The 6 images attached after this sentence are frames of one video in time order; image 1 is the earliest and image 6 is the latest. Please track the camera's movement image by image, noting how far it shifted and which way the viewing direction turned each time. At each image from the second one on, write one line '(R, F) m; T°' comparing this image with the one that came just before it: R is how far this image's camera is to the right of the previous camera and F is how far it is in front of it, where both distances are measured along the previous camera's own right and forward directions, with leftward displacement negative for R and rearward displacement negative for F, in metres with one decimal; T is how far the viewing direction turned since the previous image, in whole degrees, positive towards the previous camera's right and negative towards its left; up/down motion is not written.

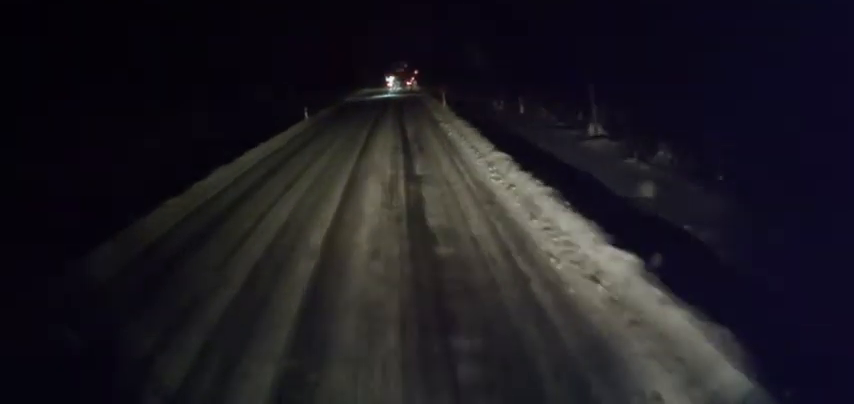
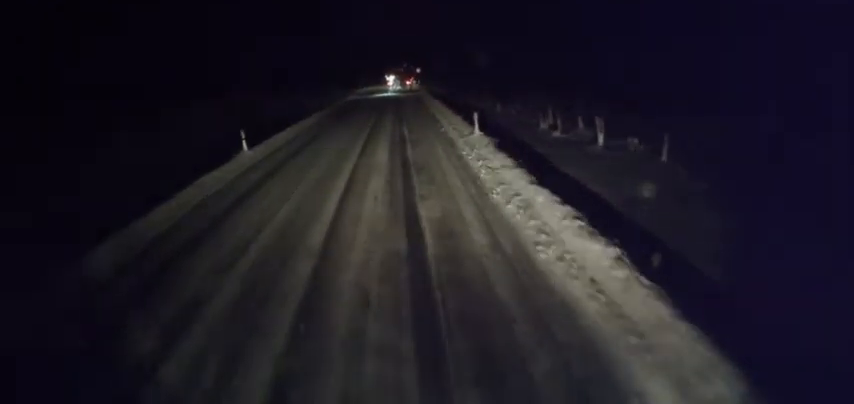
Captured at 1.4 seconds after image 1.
(0.0, +11.2) m; -1°
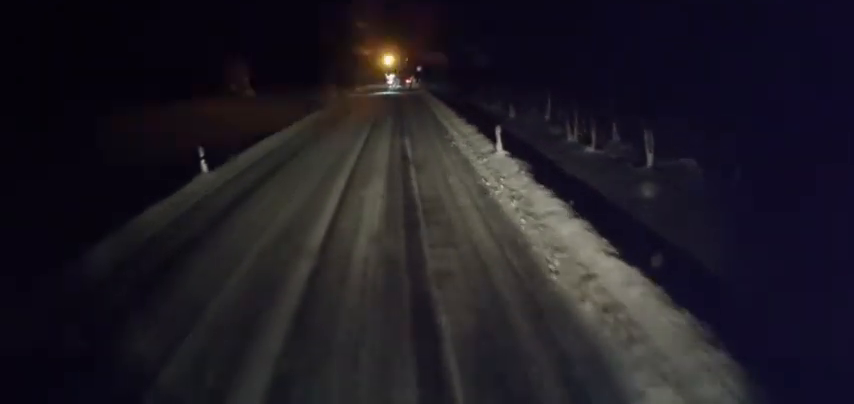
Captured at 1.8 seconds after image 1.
(0.0, +3.7) m; -1°
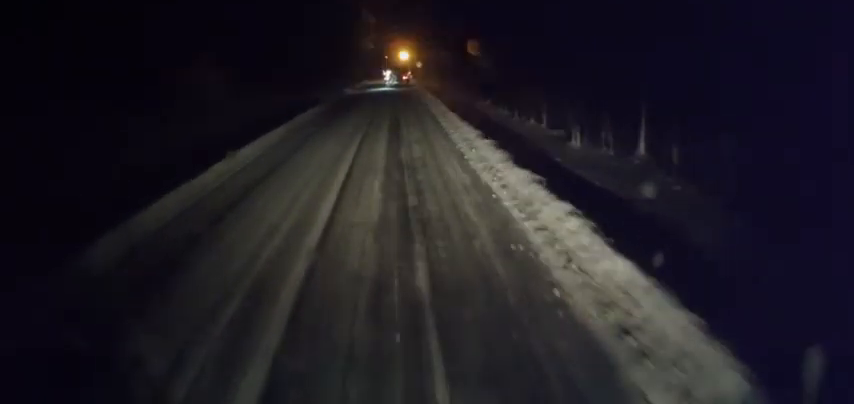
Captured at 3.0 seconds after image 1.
(-0.3, +10.7) m; 0°
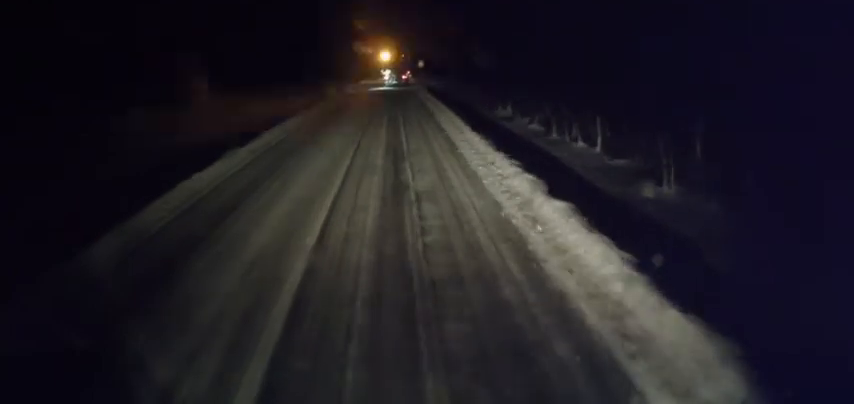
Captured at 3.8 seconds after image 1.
(+0.2, +6.4) m; 0°
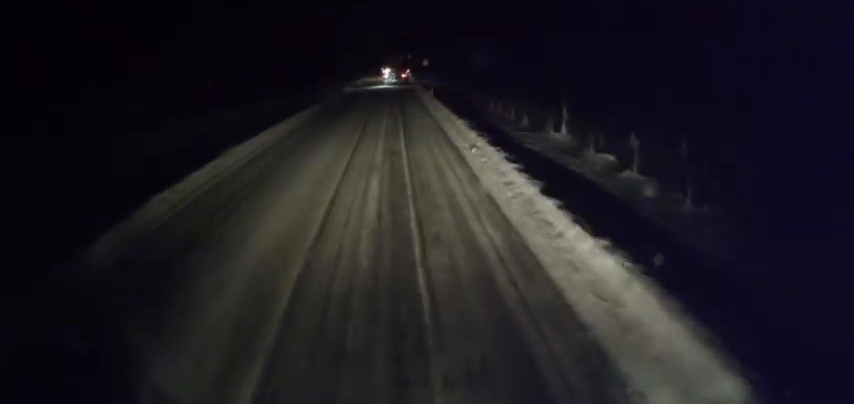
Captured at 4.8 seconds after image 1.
(0.0, +9.8) m; -1°
